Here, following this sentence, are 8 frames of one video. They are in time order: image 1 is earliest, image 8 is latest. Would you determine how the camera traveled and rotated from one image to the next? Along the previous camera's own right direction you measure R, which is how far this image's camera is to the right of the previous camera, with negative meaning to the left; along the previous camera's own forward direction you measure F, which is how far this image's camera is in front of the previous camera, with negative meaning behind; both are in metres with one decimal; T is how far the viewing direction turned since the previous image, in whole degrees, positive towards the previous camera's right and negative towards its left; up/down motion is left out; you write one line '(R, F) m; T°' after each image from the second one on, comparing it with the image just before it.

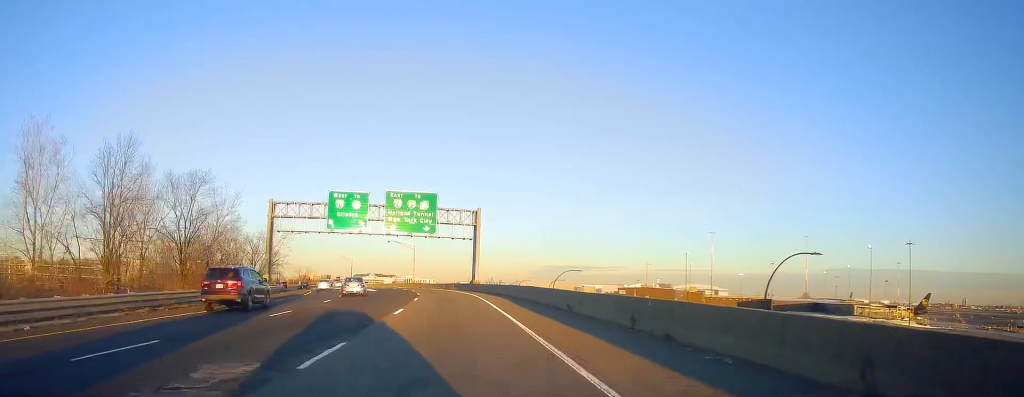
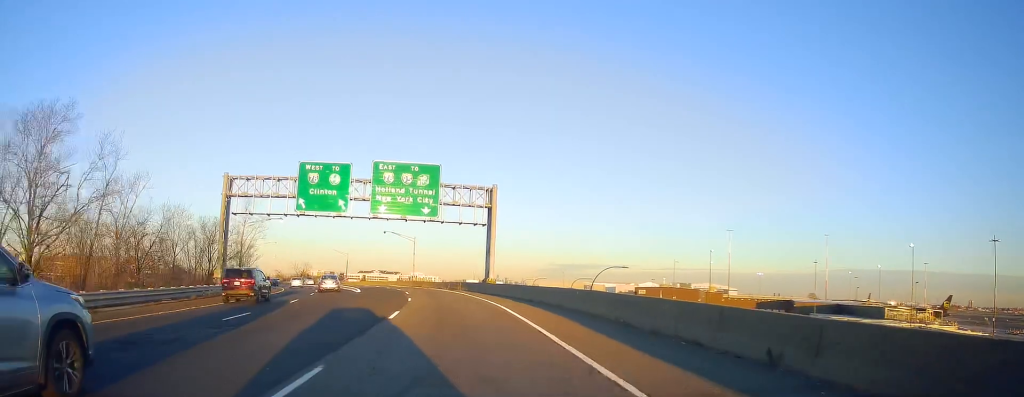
(+0.2, +15.3) m; -1°
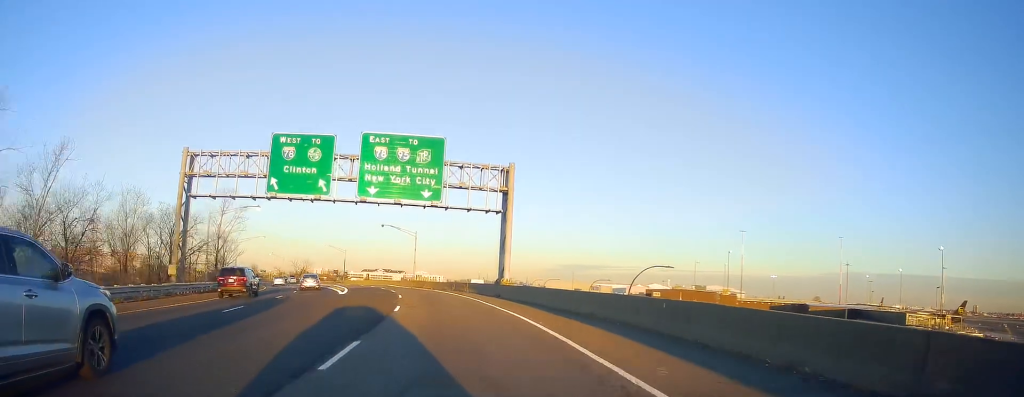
(-0.3, +9.6) m; 0°
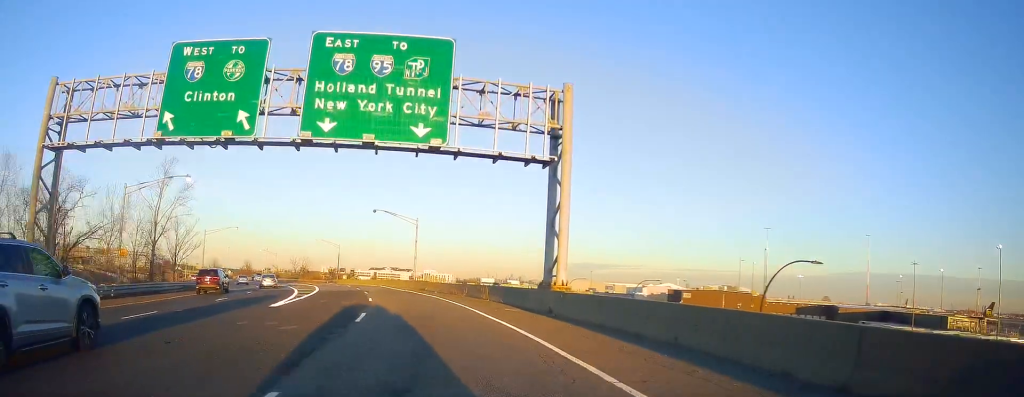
(+0.2, +16.9) m; 0°
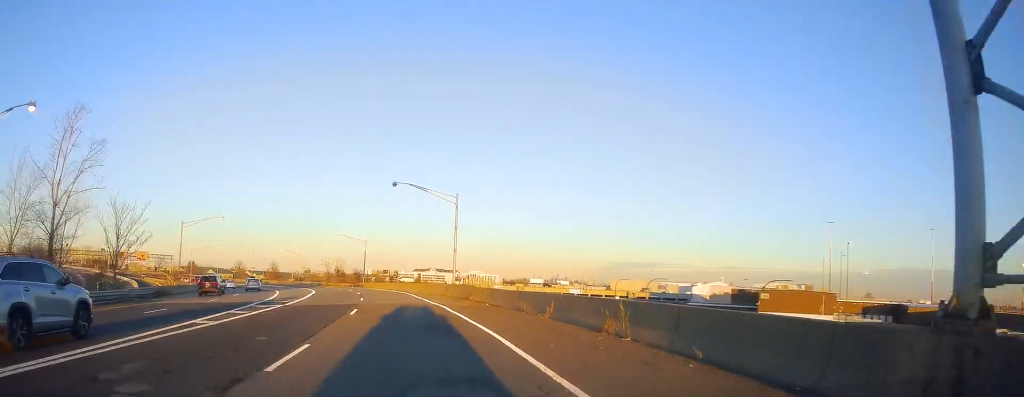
(-0.2, +19.9) m; -3°
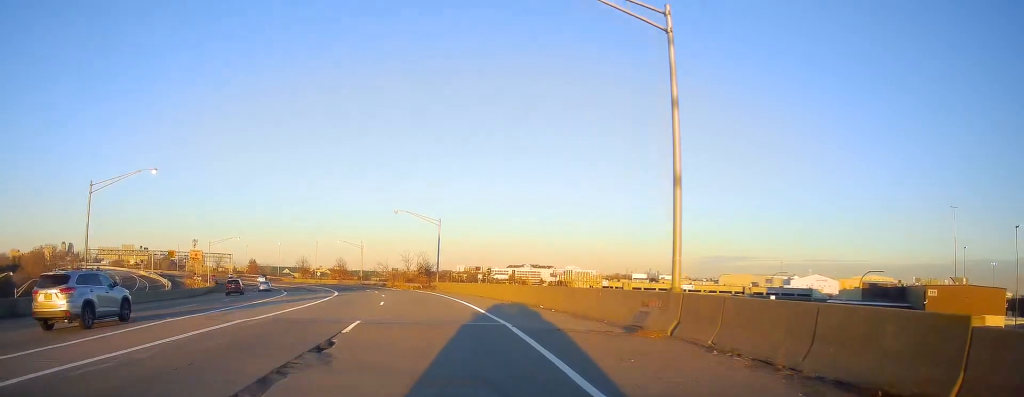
(-1.5, +32.1) m; -7°
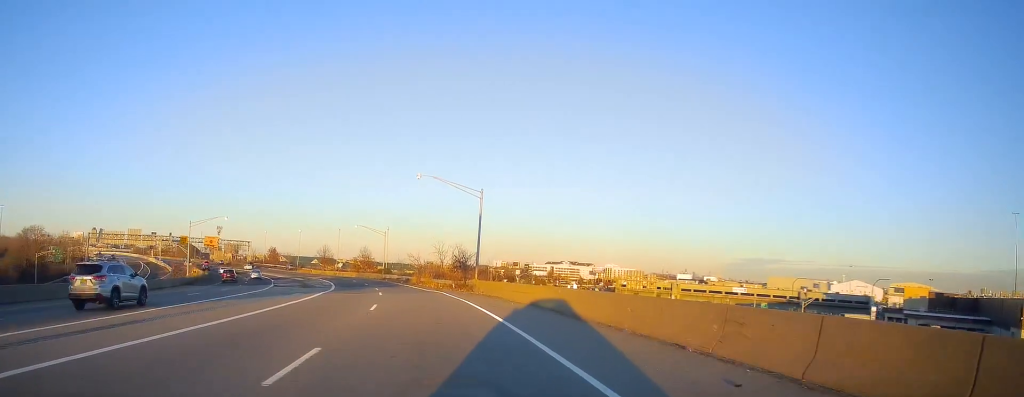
(-1.3, +19.2) m; -5°
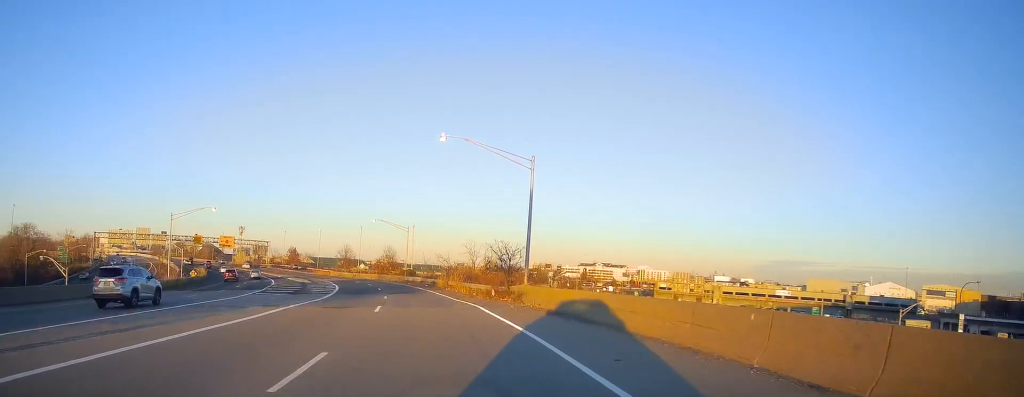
(-0.1, +13.5) m; -2°
